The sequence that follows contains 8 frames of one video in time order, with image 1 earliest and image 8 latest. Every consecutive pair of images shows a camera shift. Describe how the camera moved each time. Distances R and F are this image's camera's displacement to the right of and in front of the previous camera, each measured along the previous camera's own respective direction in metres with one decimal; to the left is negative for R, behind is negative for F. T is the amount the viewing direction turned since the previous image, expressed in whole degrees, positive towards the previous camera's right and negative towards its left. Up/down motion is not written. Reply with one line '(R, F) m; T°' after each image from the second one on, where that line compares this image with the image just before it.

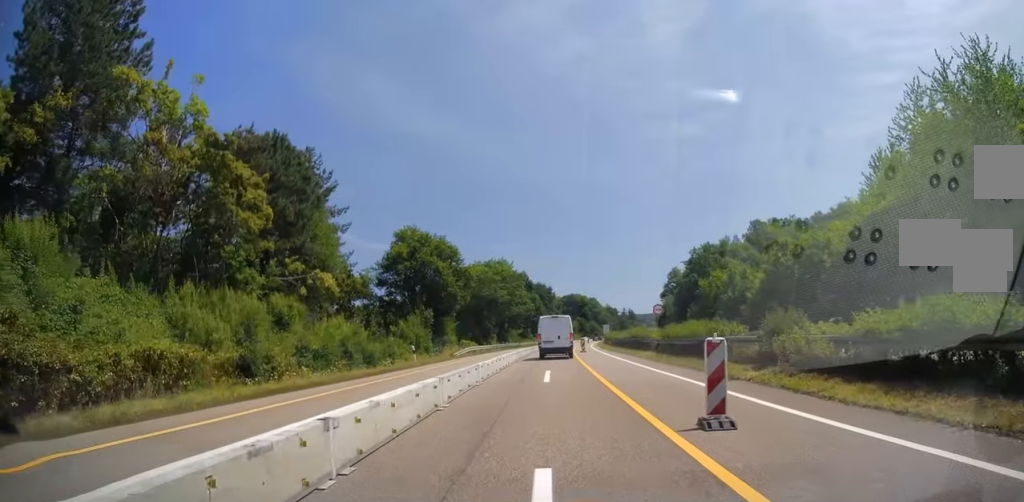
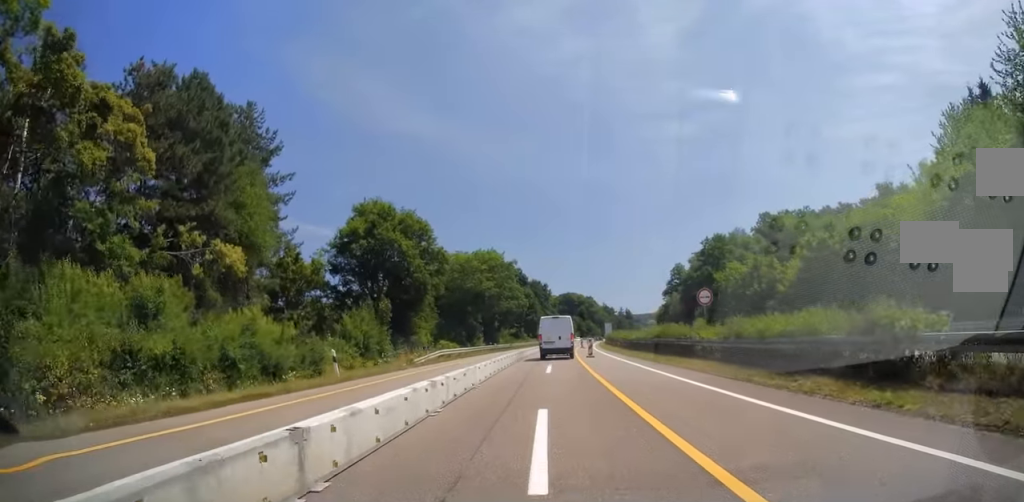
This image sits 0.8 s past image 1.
(+0.1, +12.7) m; +1°
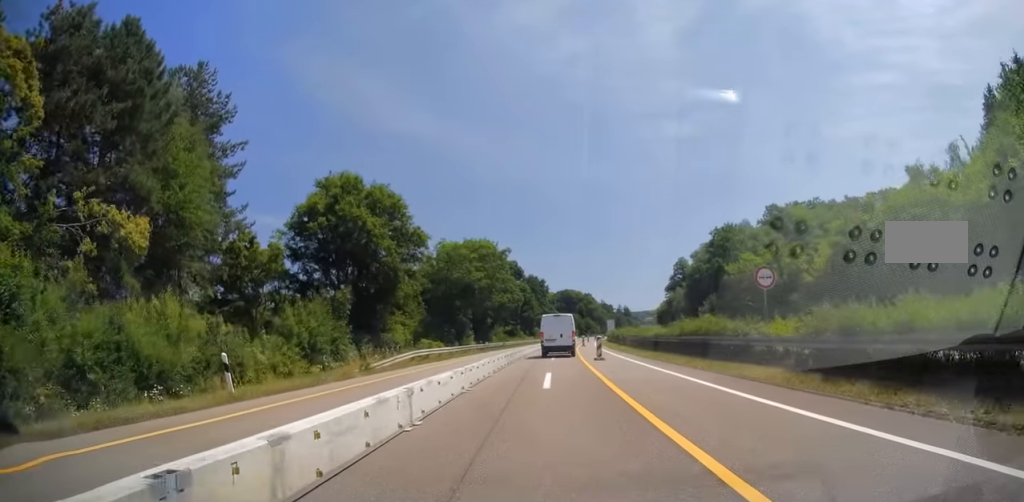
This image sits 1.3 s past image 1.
(0.0, +8.0) m; 0°
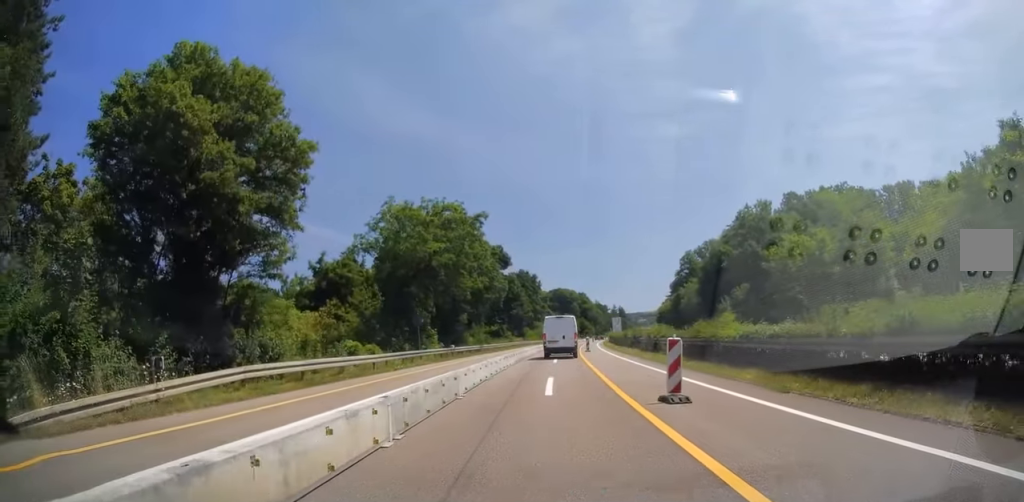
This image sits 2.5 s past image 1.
(0.0, +19.3) m; 0°
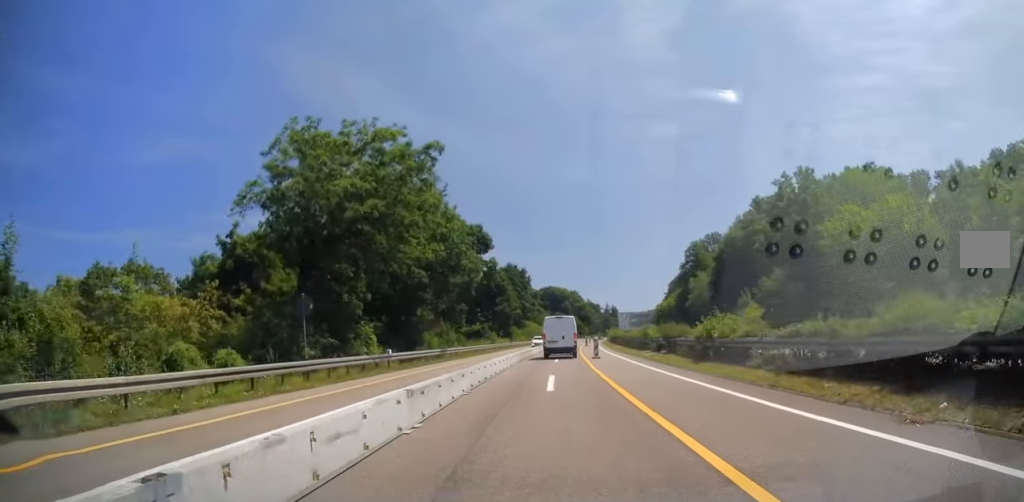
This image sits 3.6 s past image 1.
(+0.2, +16.8) m; +1°
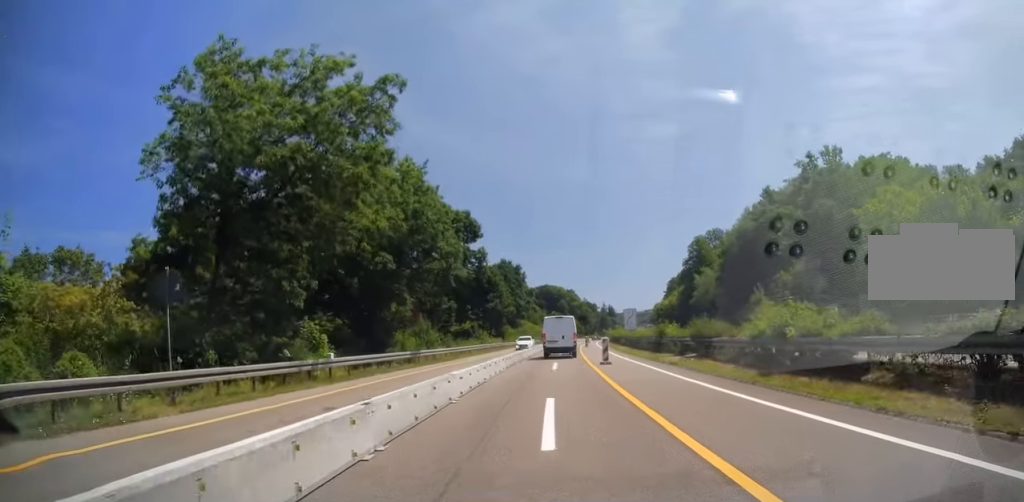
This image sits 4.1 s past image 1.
(+0.2, +7.9) m; 0°
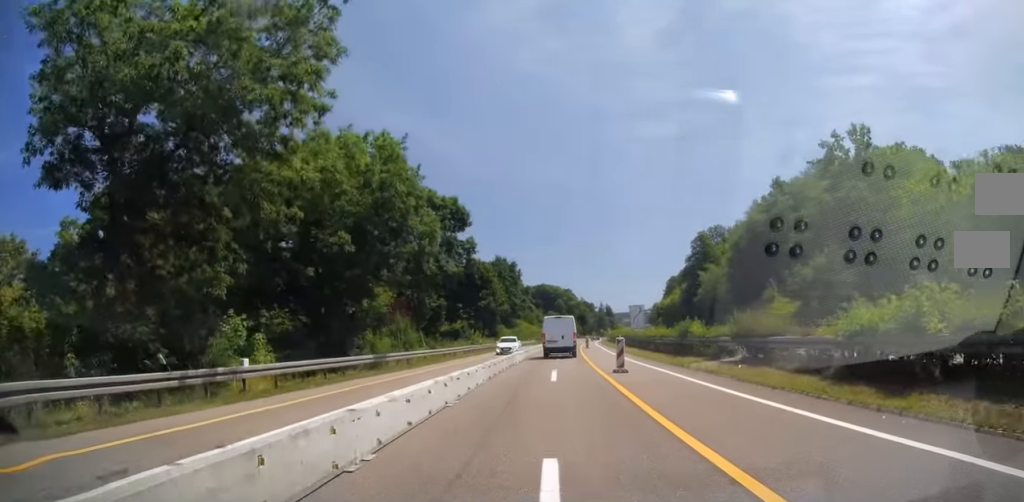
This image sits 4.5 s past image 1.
(0.0, +6.6) m; 0°
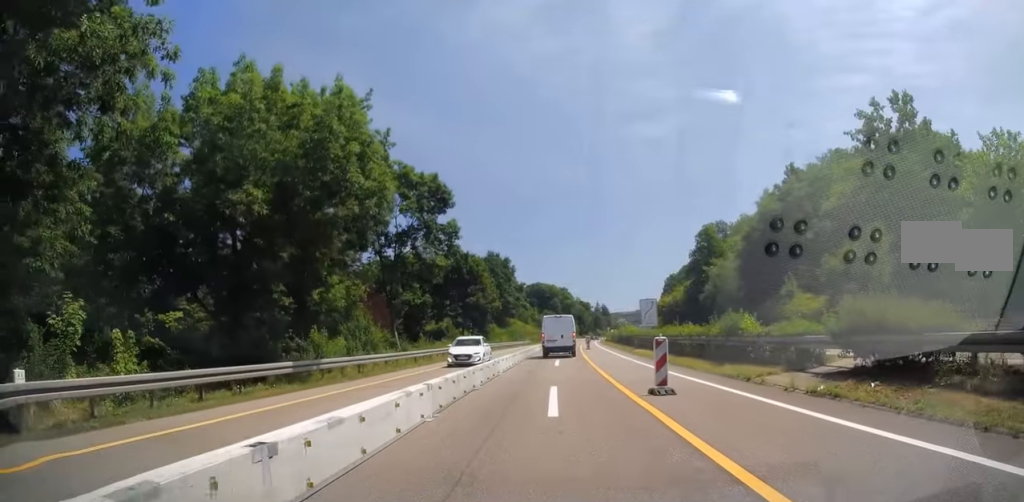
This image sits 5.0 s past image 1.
(-0.2, +8.2) m; 0°
